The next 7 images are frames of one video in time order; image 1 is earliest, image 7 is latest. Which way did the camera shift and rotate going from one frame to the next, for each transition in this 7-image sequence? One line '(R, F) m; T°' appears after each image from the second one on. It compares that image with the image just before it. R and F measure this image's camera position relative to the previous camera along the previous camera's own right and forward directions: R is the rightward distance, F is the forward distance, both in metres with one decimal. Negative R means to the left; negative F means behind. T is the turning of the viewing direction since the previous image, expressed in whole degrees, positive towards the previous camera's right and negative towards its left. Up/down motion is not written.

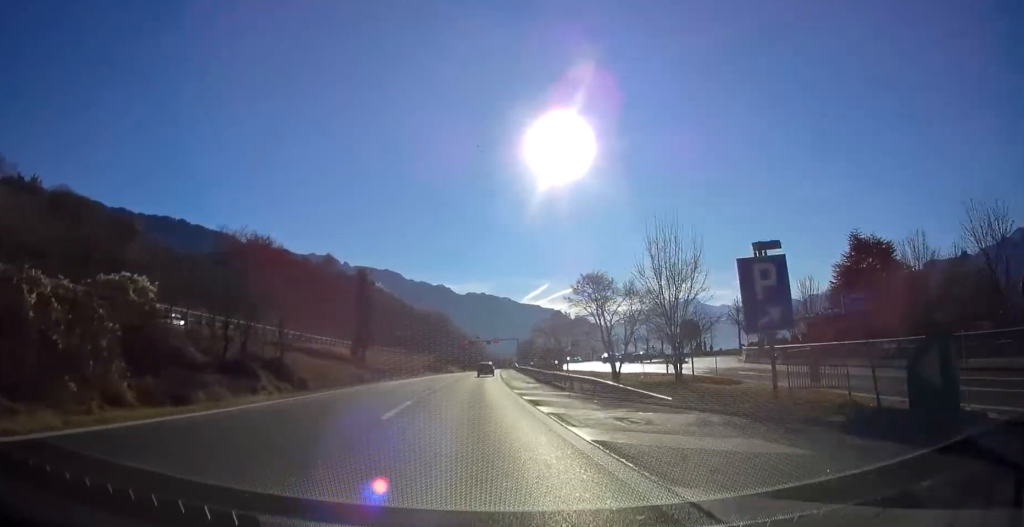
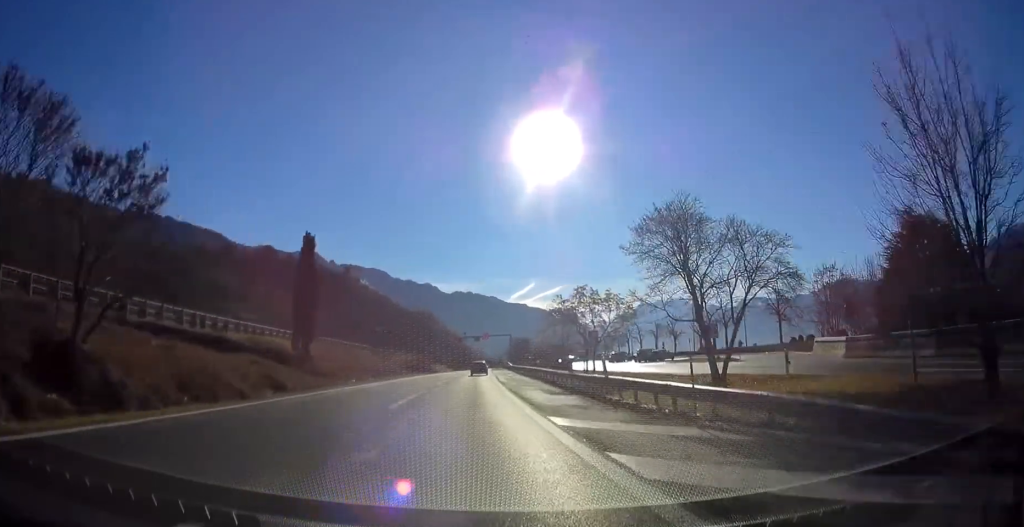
(+0.2, +13.3) m; +1°
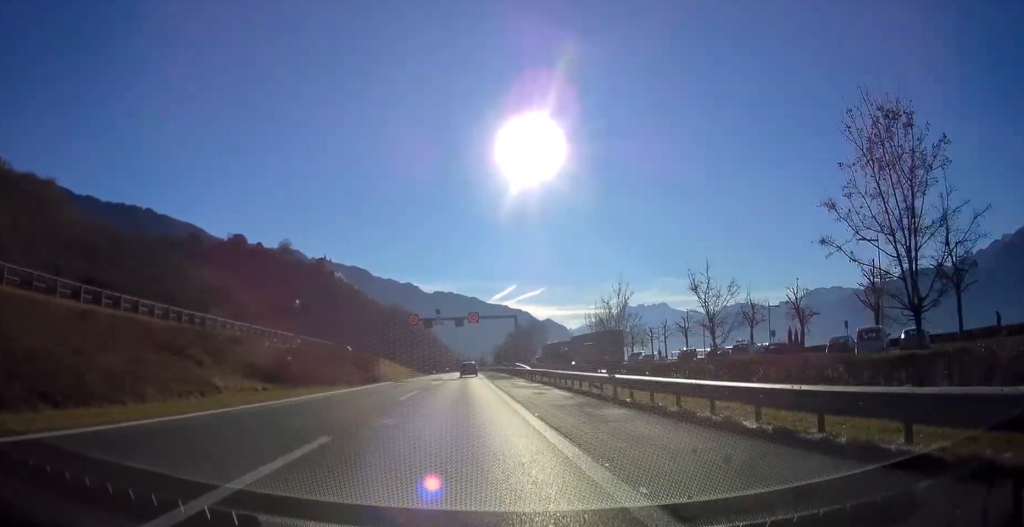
(+1.0, +45.2) m; +2°
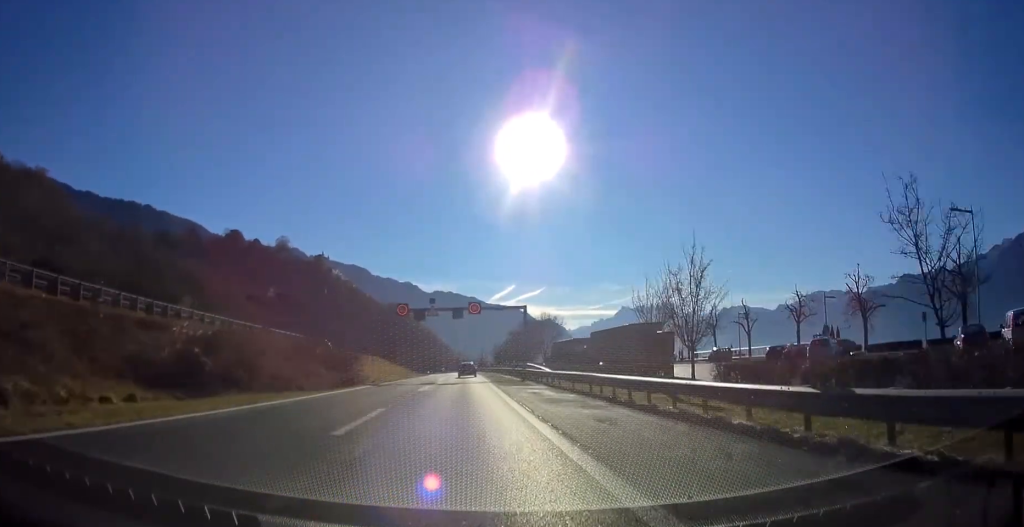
(0.0, +12.1) m; 0°
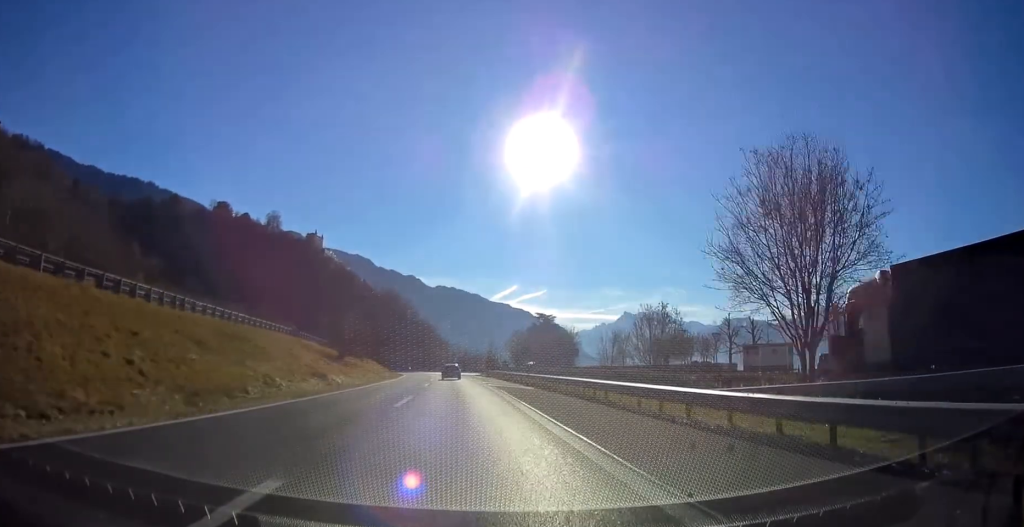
(+0.2, +66.6) m; 0°
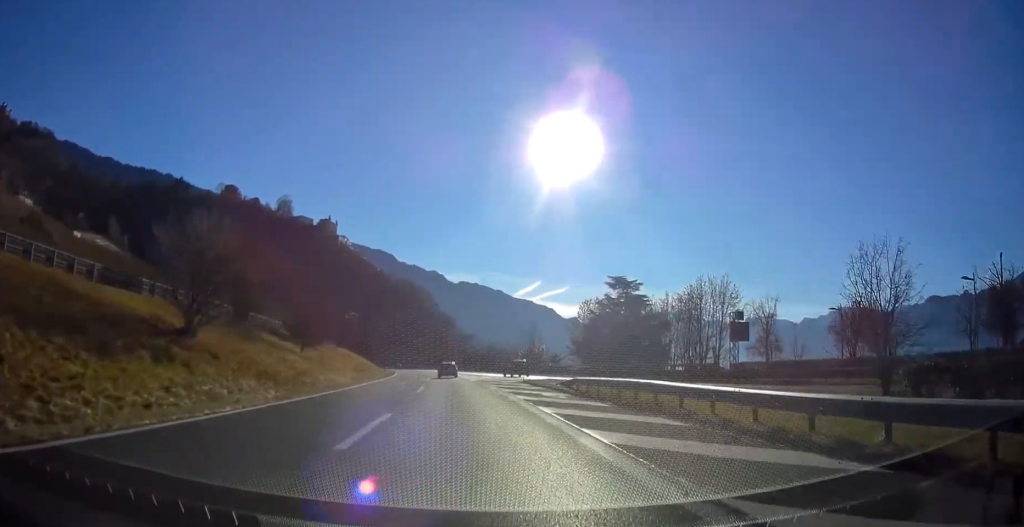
(-0.2, +46.6) m; -1°
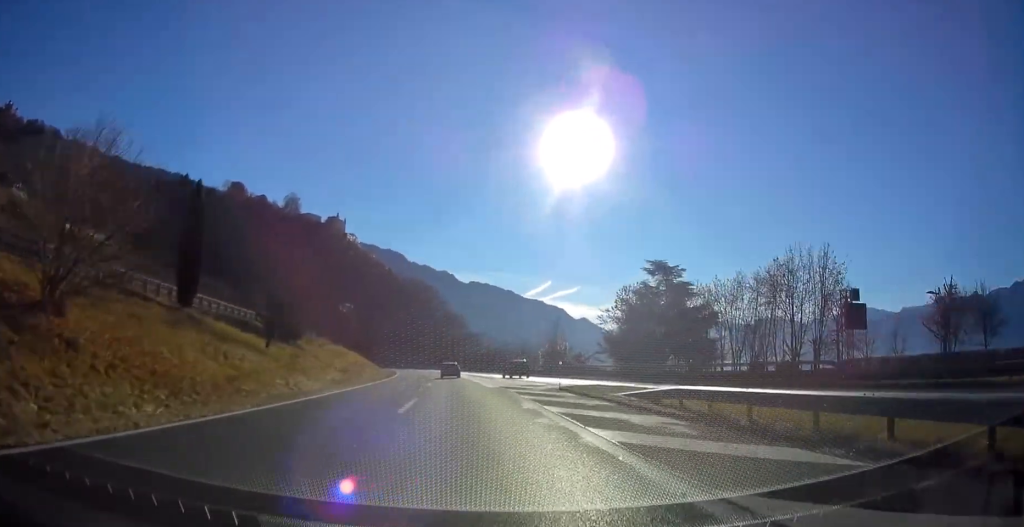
(-0.1, +12.3) m; -1°
